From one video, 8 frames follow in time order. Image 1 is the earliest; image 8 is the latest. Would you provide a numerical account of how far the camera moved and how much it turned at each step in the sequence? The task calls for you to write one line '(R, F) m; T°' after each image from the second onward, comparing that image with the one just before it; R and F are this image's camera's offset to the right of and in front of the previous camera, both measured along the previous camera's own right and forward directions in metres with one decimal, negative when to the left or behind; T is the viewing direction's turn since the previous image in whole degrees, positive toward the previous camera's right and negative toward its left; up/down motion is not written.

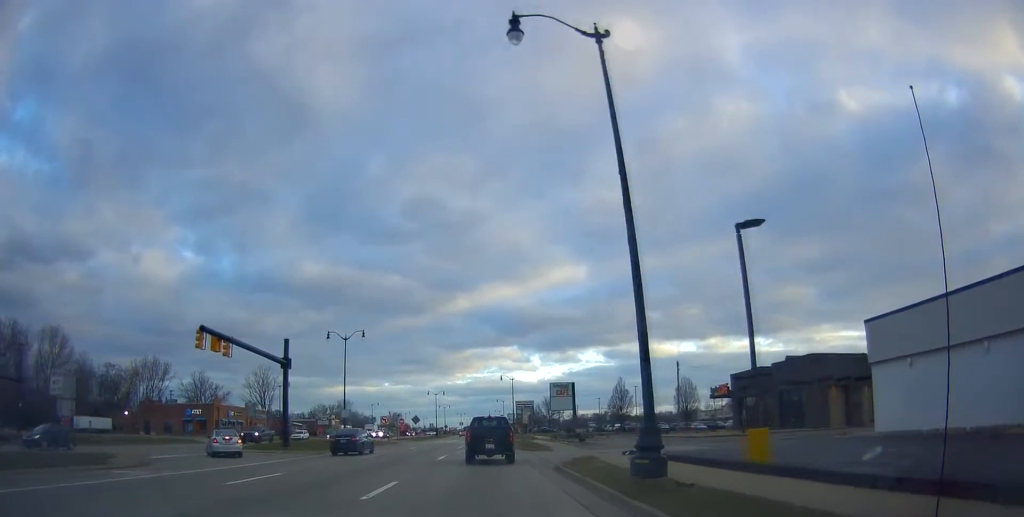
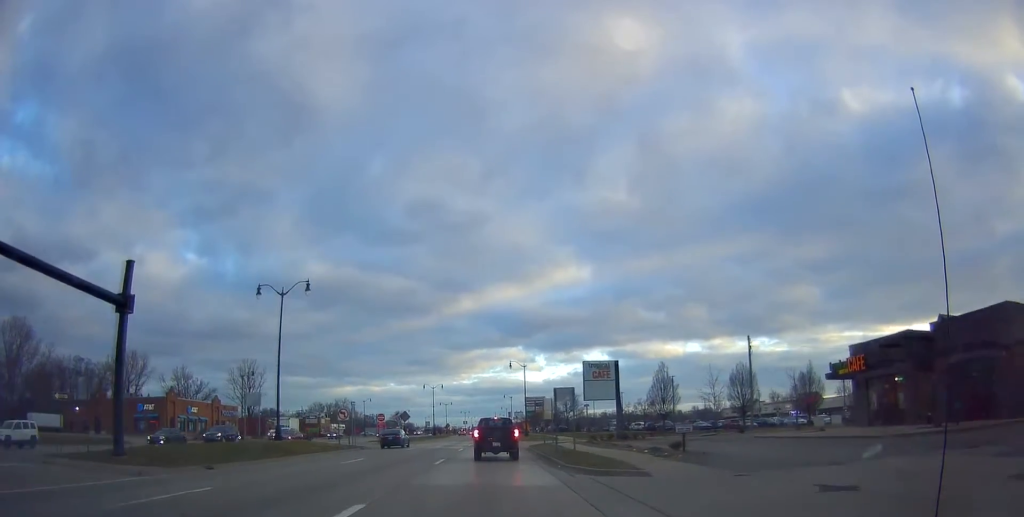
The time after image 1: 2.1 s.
(-0.4, +20.6) m; +2°
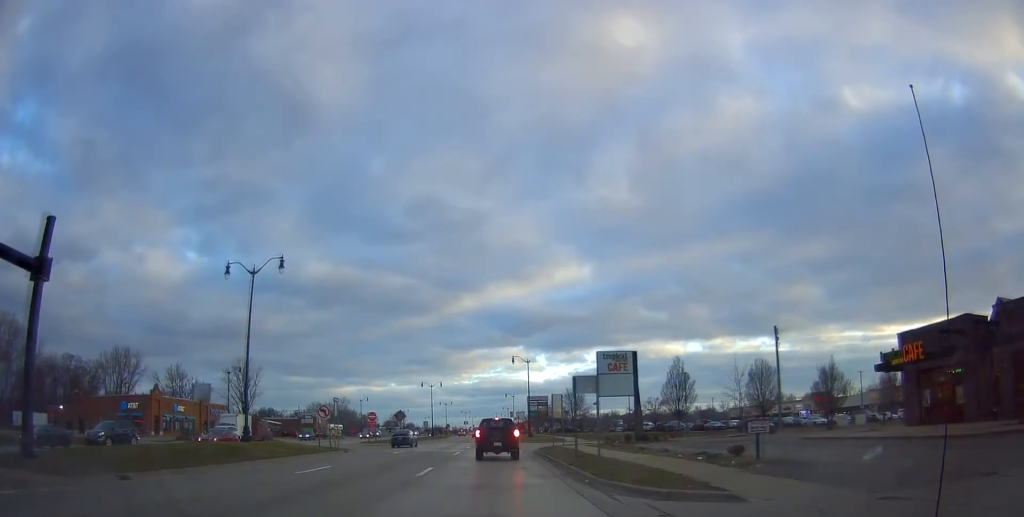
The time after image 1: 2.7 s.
(+0.1, +5.6) m; +1°
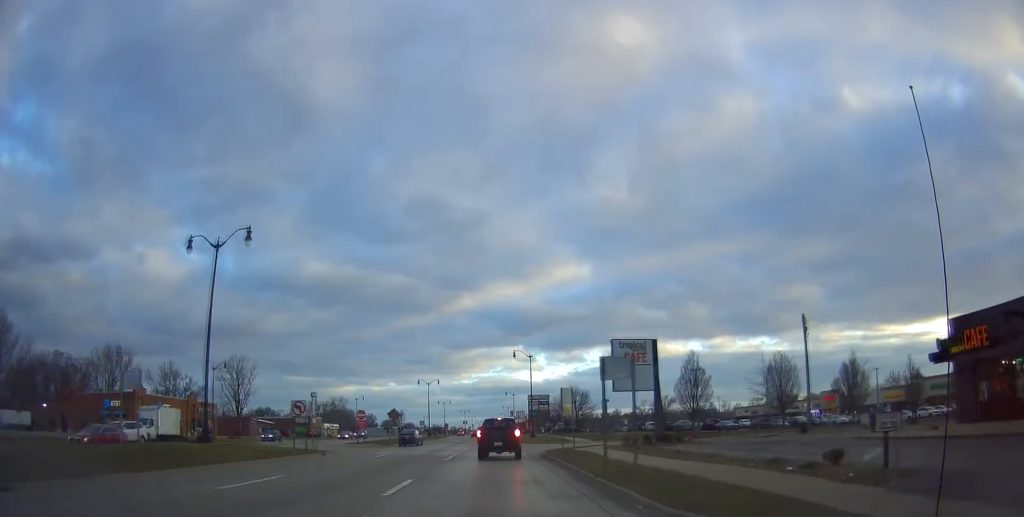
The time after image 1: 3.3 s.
(0.0, +5.2) m; 0°
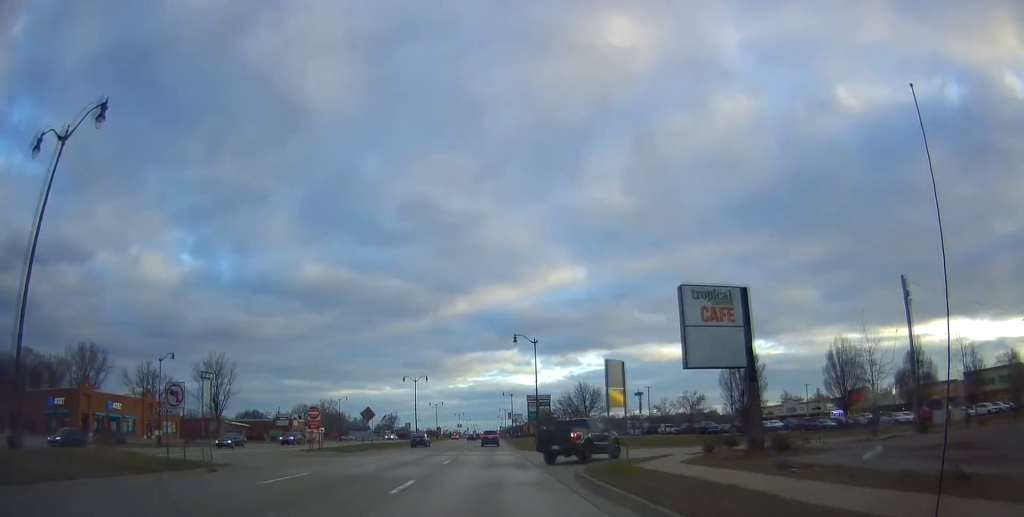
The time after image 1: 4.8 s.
(0.0, +13.9) m; 0°
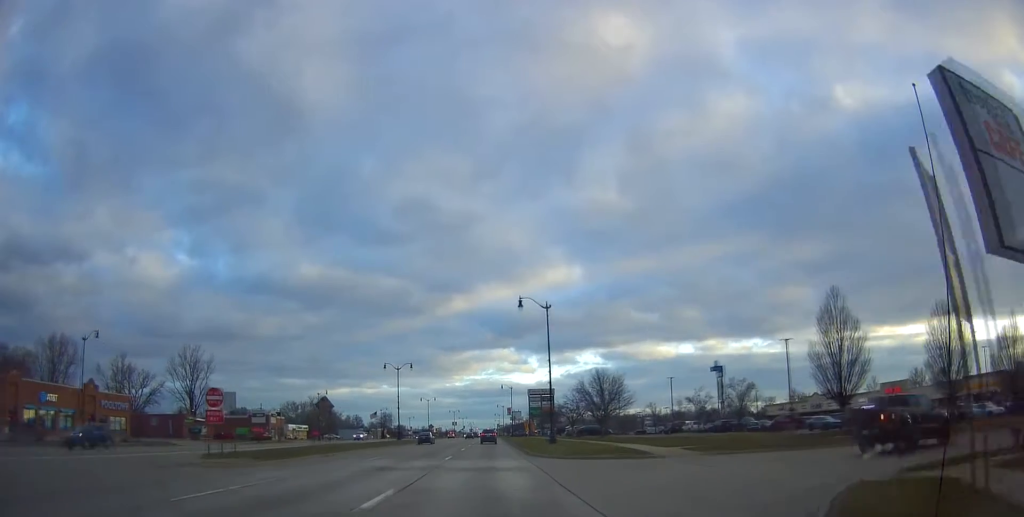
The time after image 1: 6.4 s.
(0.0, +15.0) m; 0°
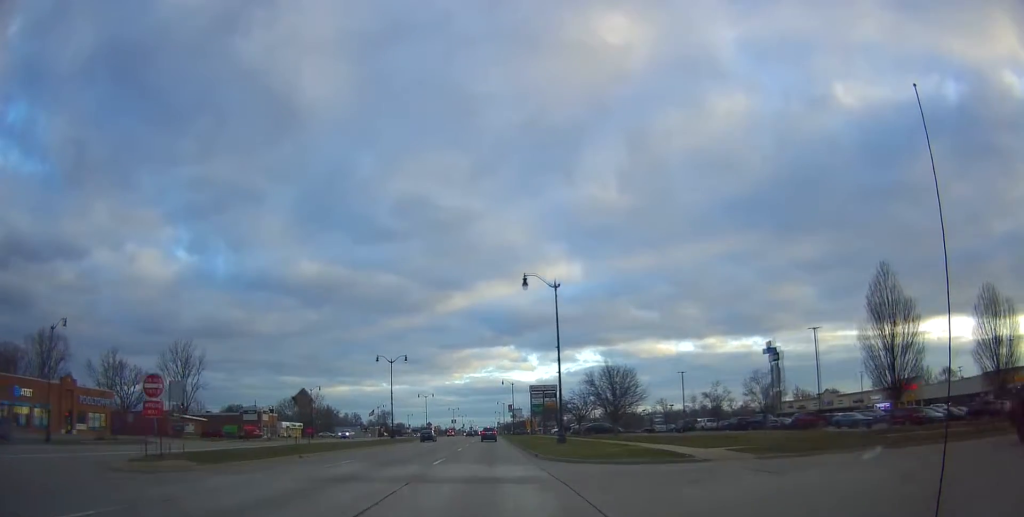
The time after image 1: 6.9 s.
(0.0, +5.5) m; 0°
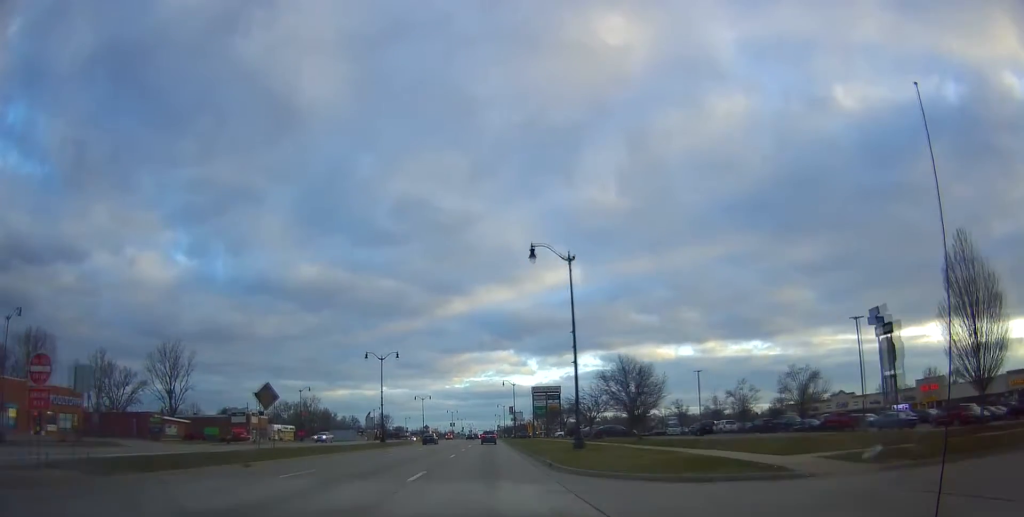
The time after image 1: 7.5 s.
(0.0, +6.7) m; 0°
